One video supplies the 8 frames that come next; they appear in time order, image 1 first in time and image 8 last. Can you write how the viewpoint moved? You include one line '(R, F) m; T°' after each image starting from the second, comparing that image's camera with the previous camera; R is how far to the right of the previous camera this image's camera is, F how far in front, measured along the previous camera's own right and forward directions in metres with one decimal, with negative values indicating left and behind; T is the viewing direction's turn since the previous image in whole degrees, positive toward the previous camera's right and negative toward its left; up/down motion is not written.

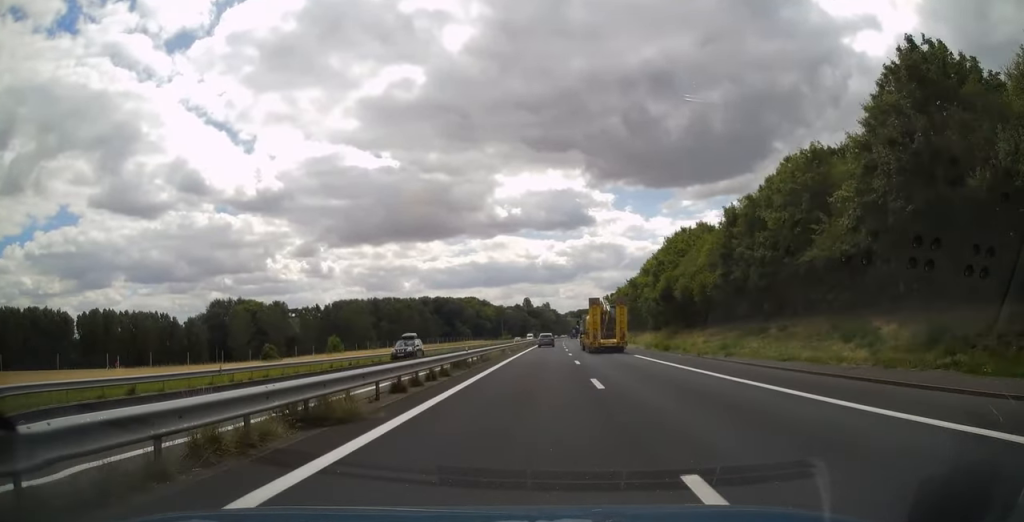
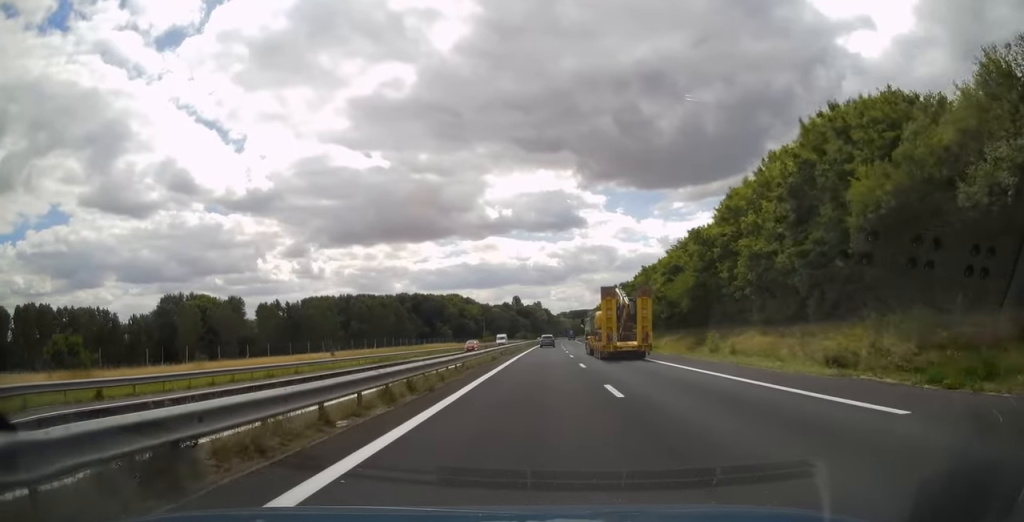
(+0.3, +39.8) m; +1°
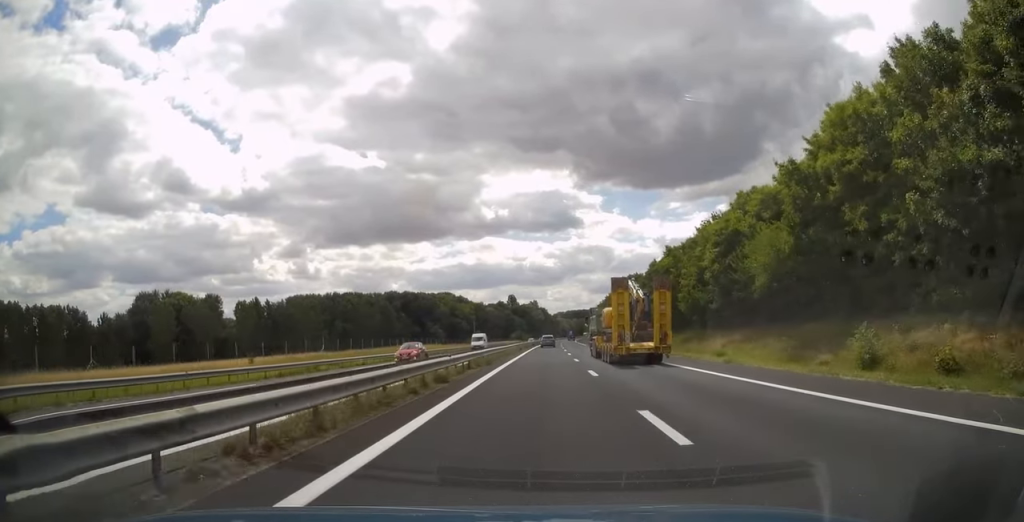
(+0.1, +18.3) m; 0°
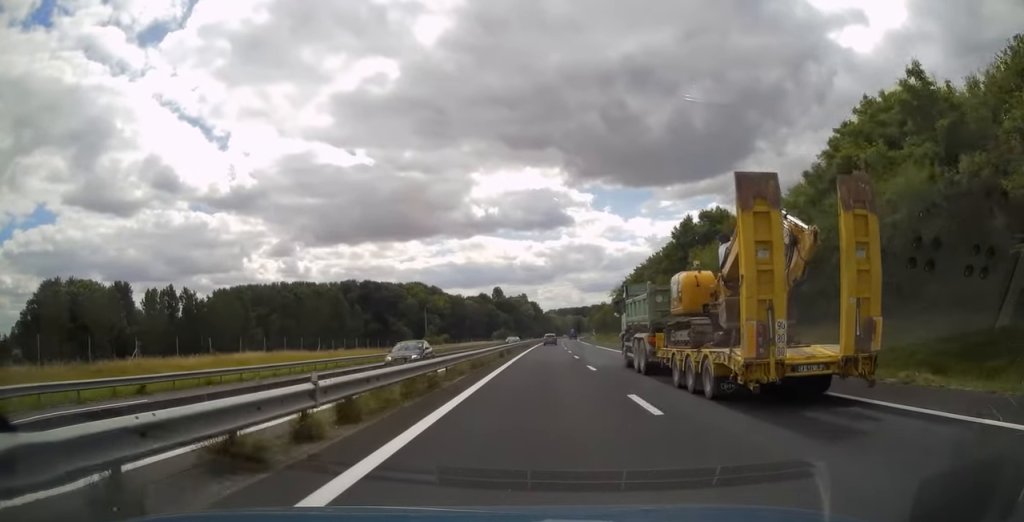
(+0.7, +60.3) m; +2°
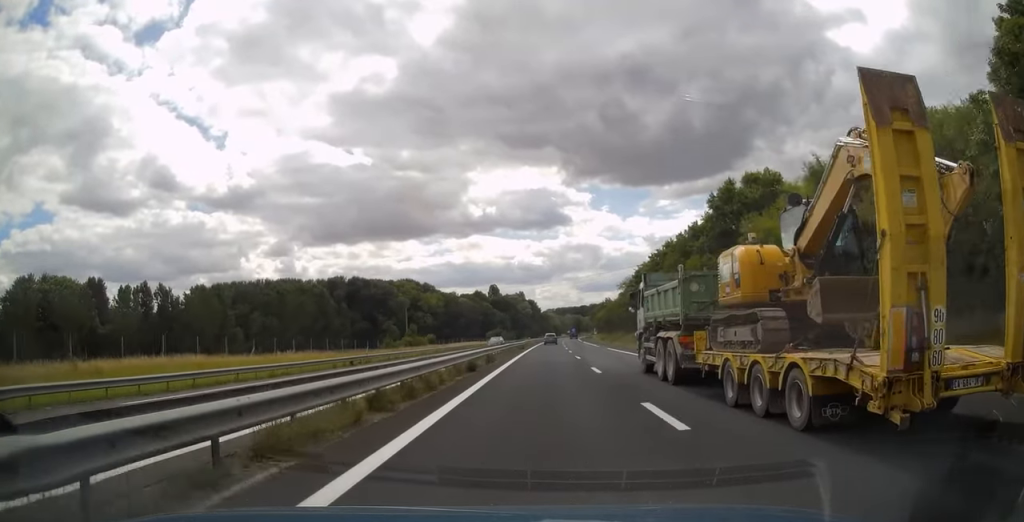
(+0.2, +14.3) m; 0°
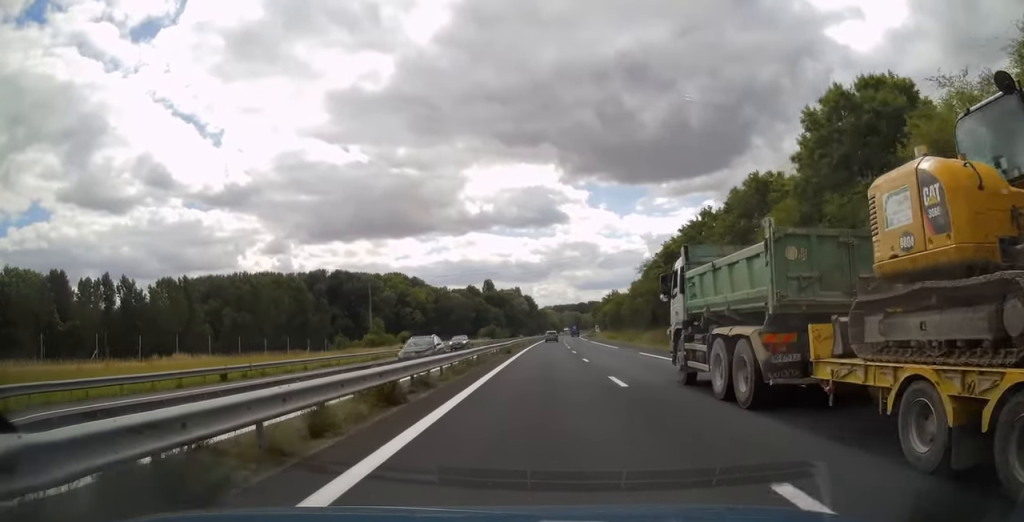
(+0.1, +18.9) m; 0°
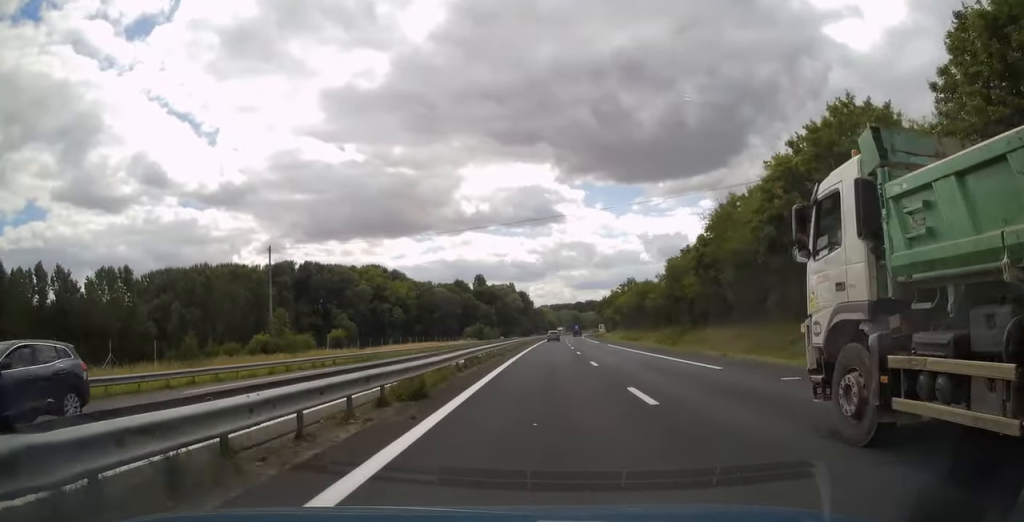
(-0.3, +28.8) m; 0°
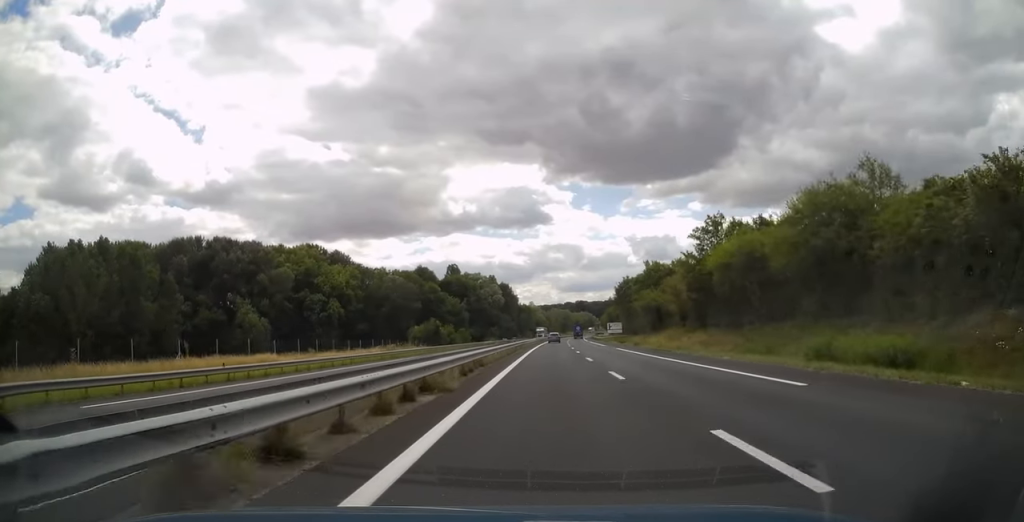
(+0.7, +56.9) m; +1°
